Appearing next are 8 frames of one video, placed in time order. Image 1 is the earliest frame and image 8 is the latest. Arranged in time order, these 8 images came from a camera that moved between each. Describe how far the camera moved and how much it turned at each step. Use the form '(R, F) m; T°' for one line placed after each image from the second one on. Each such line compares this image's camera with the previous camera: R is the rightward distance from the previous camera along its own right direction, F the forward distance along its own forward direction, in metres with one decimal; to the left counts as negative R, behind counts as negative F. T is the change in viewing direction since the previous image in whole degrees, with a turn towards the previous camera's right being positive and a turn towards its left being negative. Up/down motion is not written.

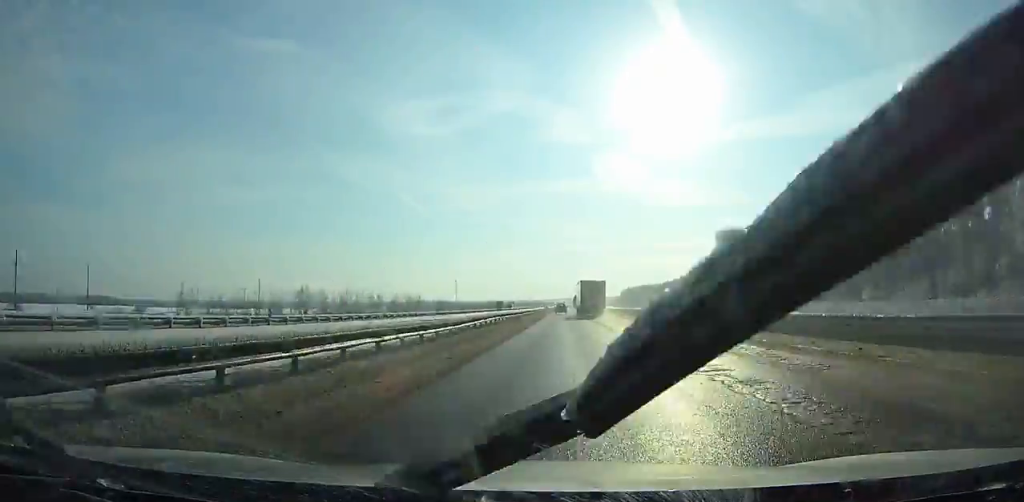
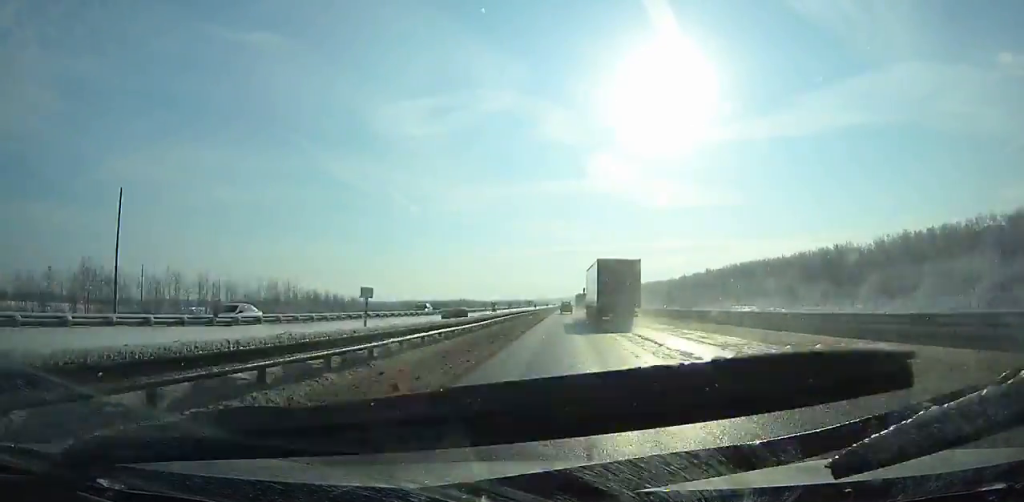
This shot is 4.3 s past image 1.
(+1.0, +124.1) m; +1°
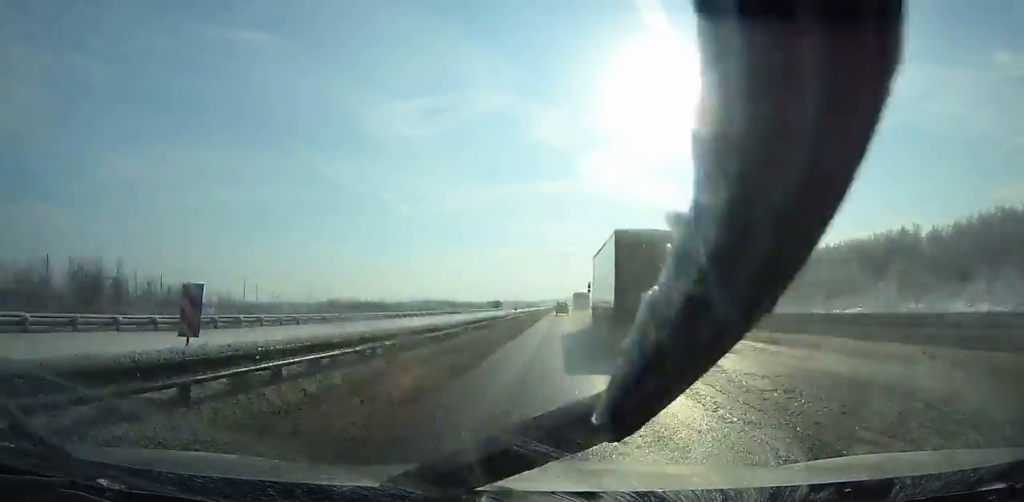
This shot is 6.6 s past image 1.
(+0.2, +66.1) m; +1°
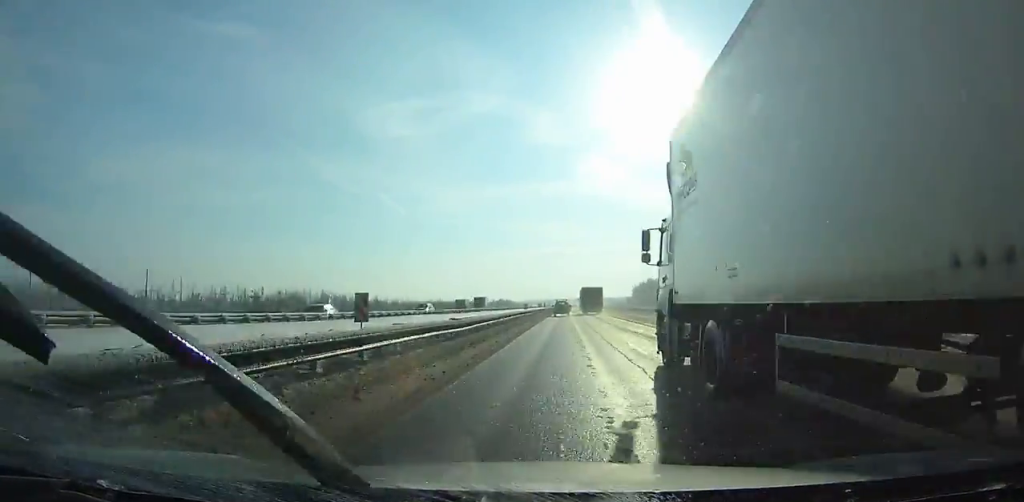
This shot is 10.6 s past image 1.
(+0.8, +112.2) m; +1°
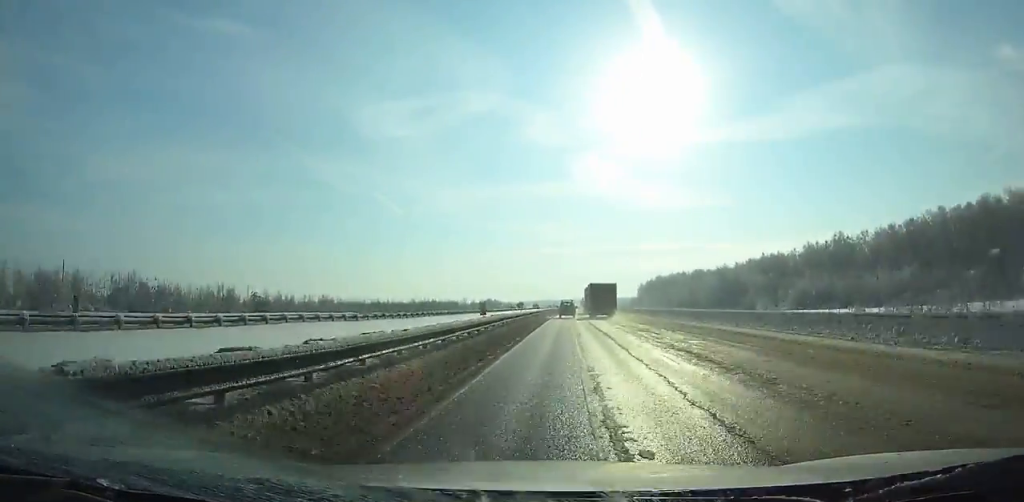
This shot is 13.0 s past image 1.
(+0.2, +65.1) m; +1°
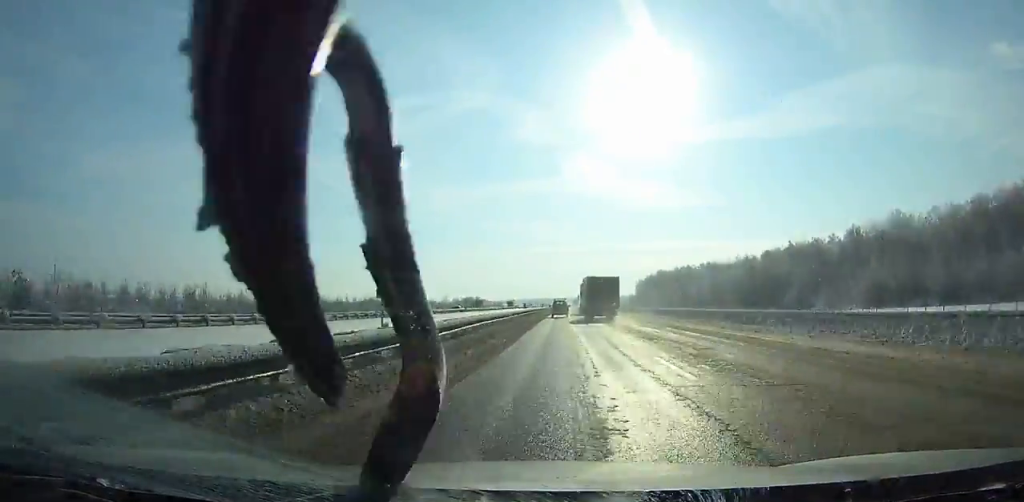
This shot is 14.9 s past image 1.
(+0.2, +49.4) m; 0°
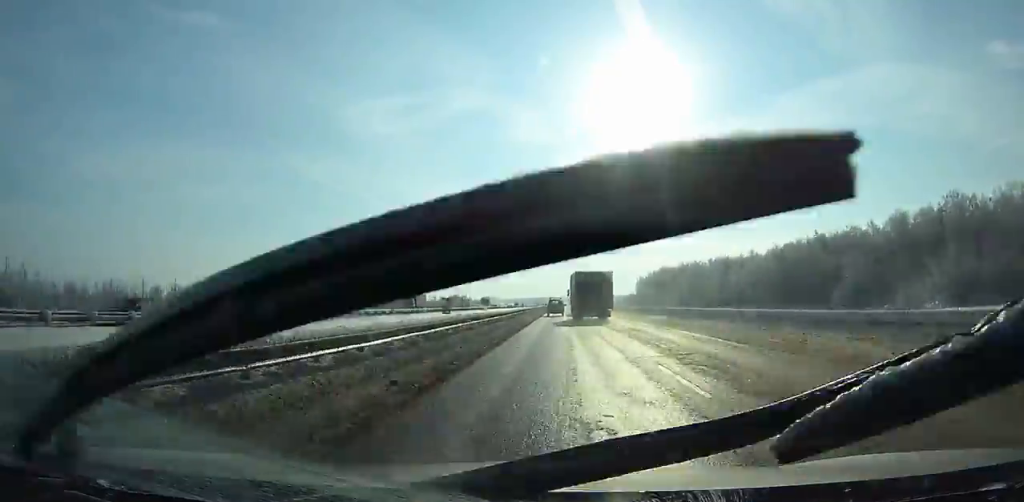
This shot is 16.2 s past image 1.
(0.0, +33.0) m; 0°
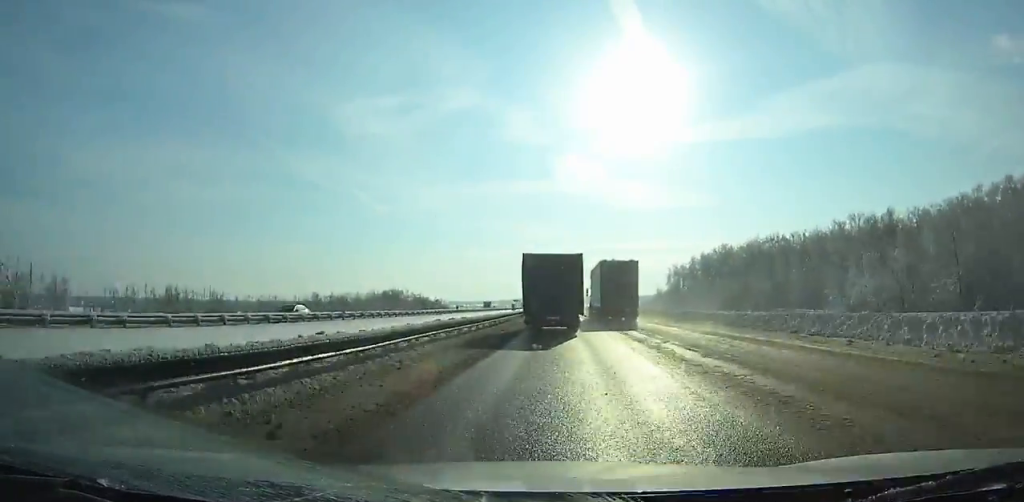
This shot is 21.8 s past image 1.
(+0.2, +133.6) m; 0°
